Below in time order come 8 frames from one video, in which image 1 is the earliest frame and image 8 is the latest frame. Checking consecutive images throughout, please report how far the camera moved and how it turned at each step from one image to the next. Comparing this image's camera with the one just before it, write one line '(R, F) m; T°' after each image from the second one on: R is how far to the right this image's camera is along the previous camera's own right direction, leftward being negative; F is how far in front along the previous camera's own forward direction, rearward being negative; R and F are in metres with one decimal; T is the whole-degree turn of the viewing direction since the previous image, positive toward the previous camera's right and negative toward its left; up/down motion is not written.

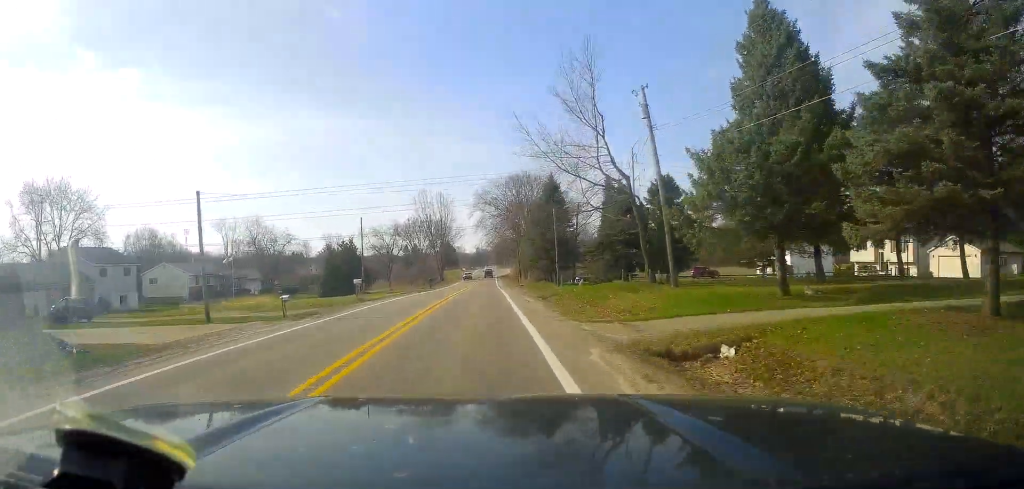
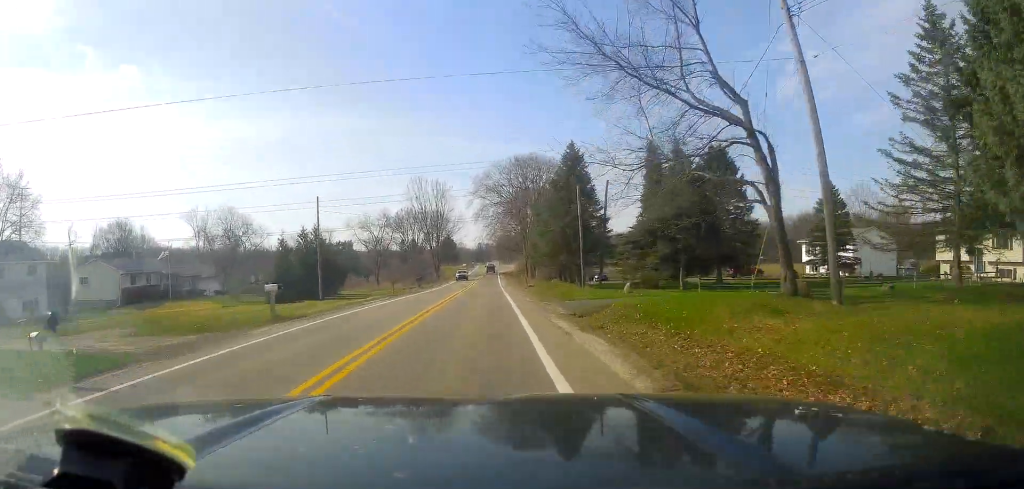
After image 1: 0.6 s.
(+0.3, +14.7) m; 0°
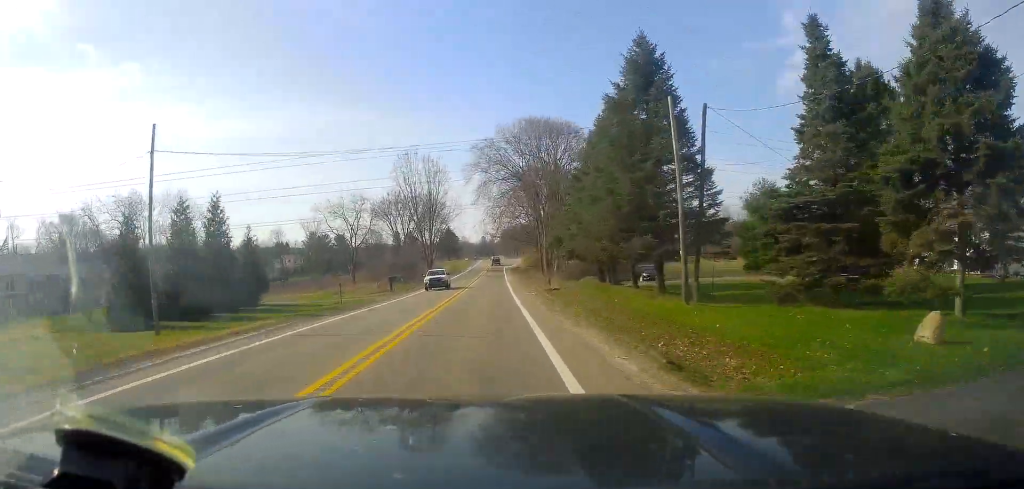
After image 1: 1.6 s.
(-0.3, +21.8) m; -2°
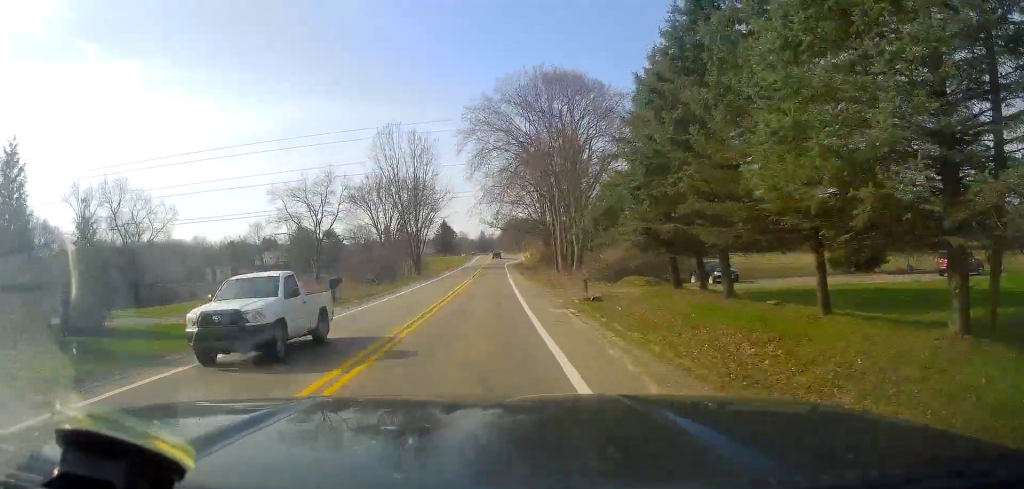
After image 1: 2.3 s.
(-0.3, +17.2) m; +1°
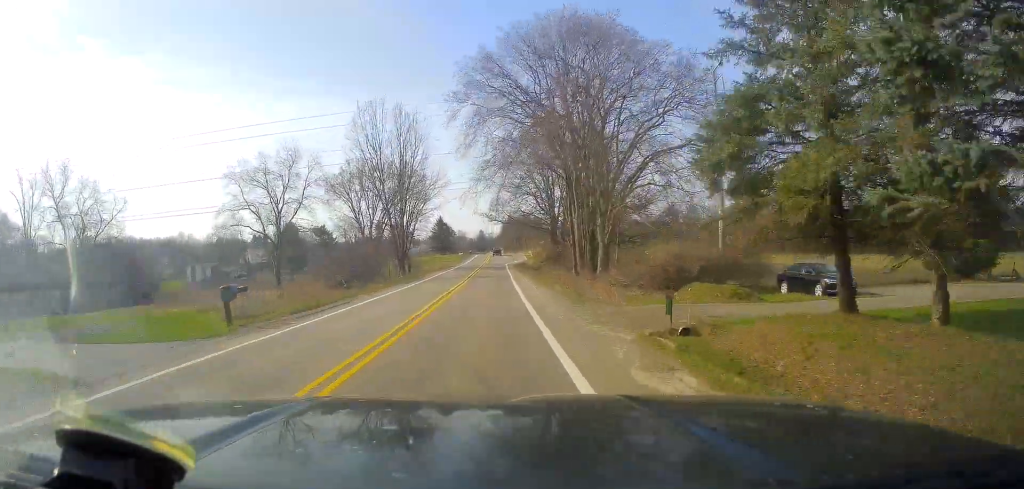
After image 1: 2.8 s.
(+0.1, +12.6) m; 0°
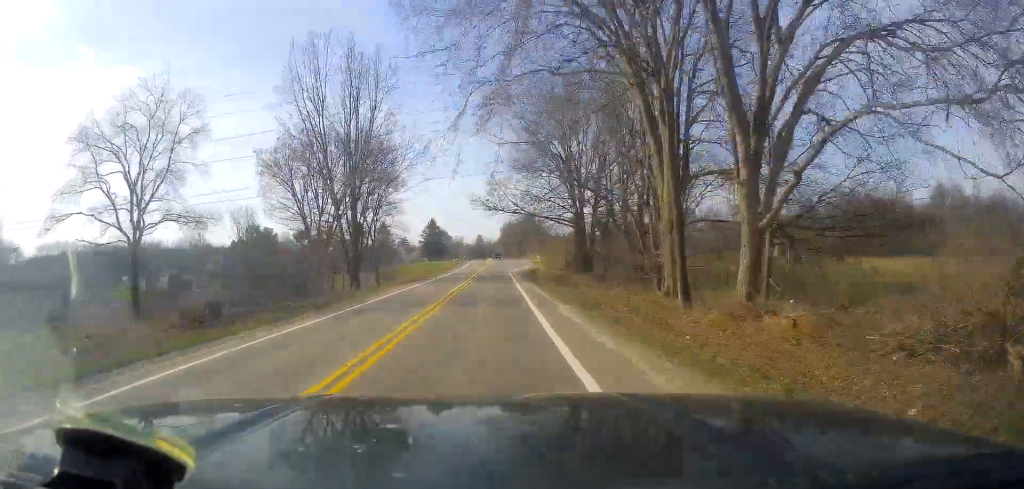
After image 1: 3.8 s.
(+0.2, +24.2) m; 0°
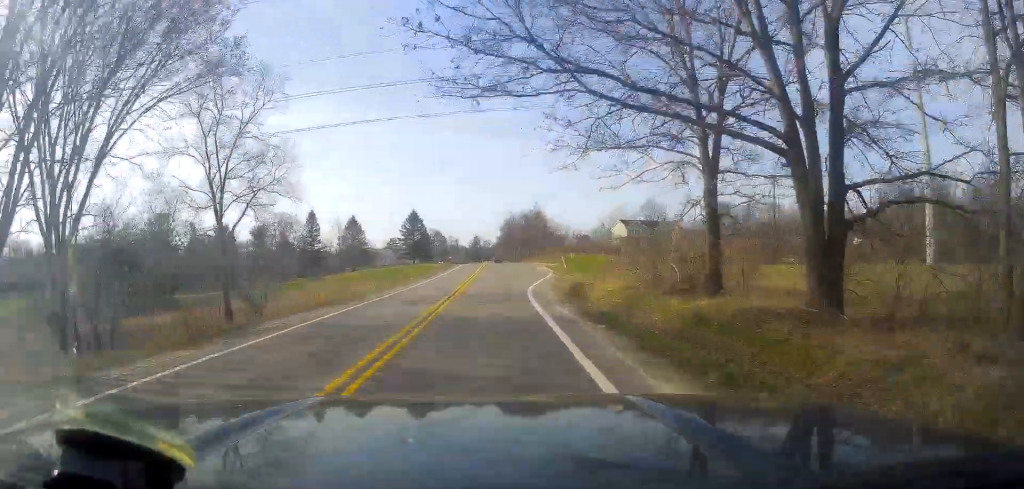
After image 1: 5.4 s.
(+0.3, +38.8) m; +2°
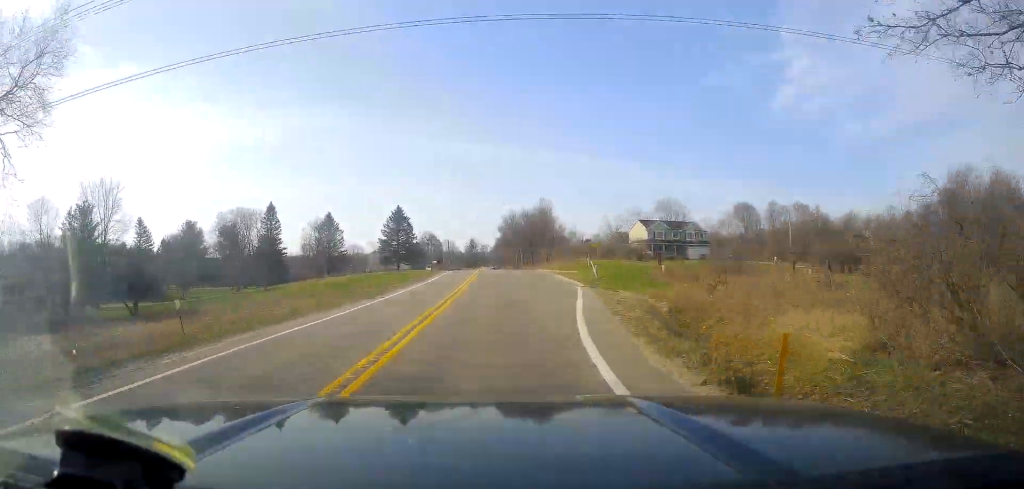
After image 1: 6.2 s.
(+0.1, +20.6) m; 0°
